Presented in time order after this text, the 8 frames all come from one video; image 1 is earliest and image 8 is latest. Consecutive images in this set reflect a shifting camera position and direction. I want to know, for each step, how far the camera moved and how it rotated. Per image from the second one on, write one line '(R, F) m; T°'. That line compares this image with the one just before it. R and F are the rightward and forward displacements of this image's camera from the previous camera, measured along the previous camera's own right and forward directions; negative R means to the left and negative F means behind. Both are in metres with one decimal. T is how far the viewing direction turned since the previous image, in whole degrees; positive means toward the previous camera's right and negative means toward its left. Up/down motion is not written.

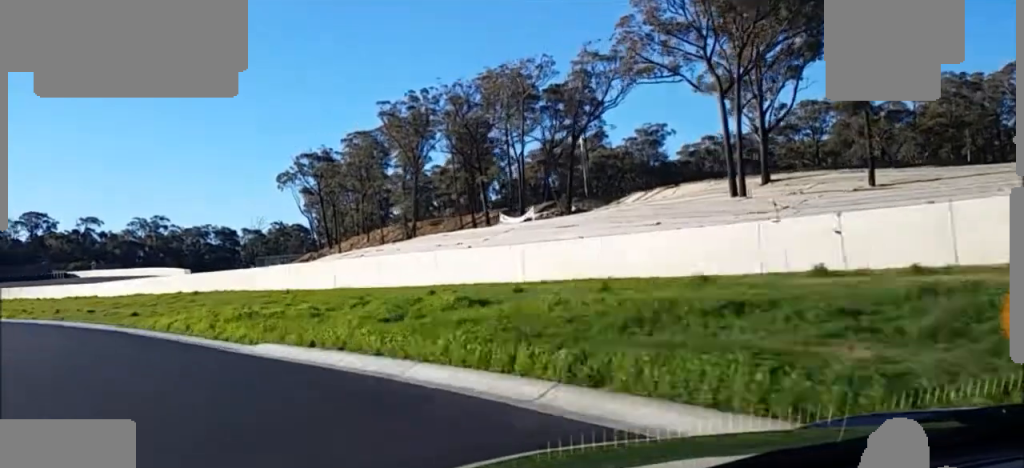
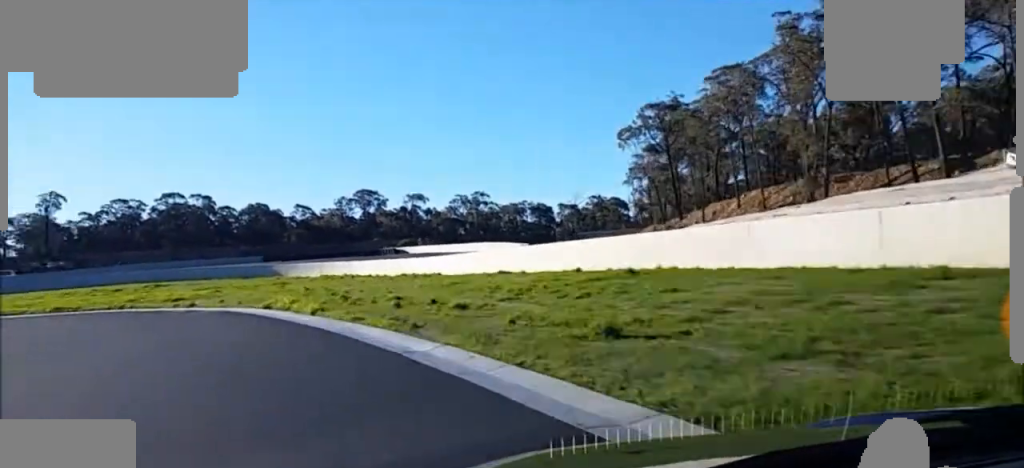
(-1.3, +19.3) m; -14°
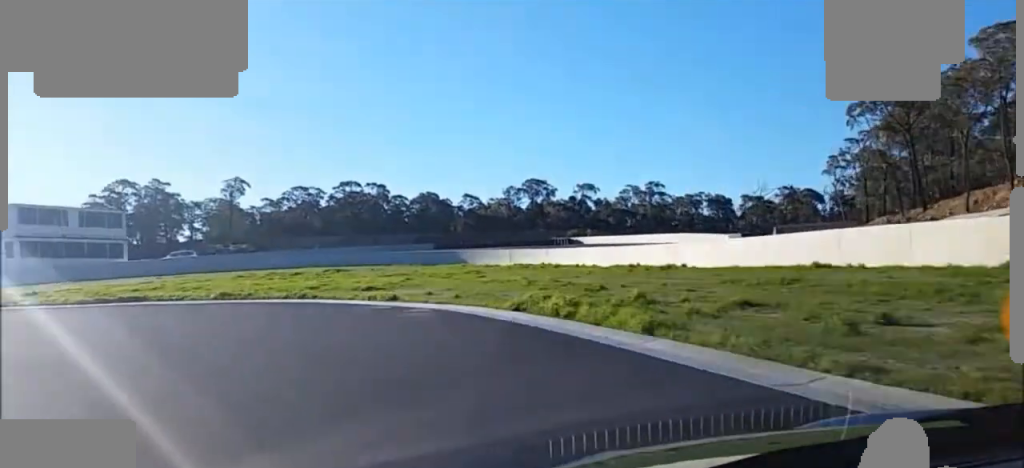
(-1.2, +8.8) m; -12°
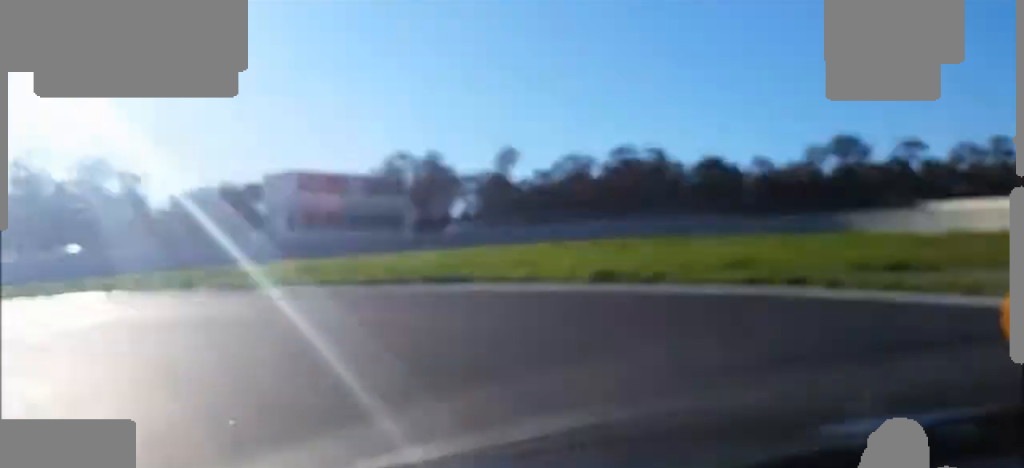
(-1.4, +12.2) m; -18°
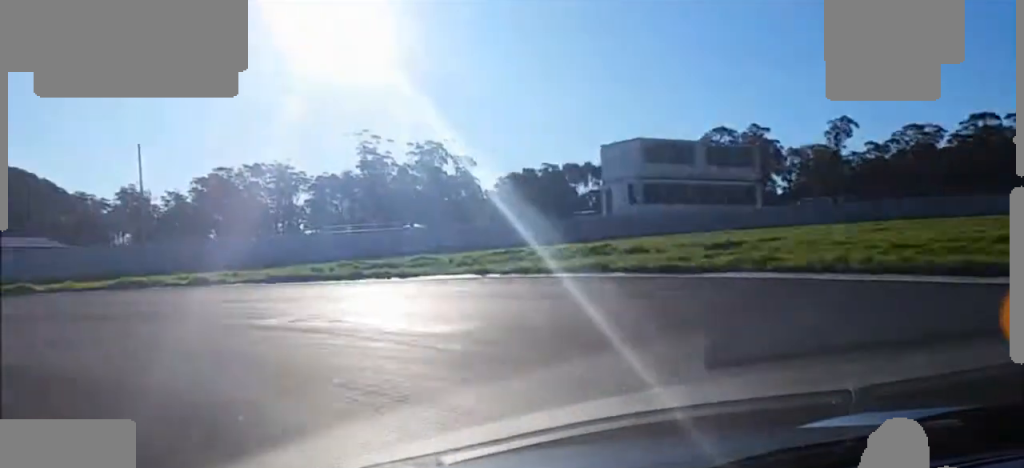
(-2.0, +10.2) m; -15°
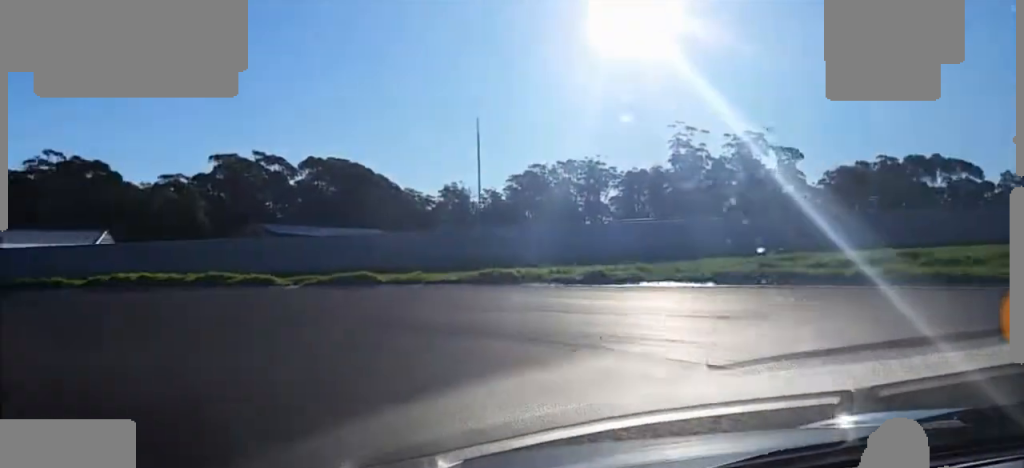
(-1.1, +9.2) m; -22°
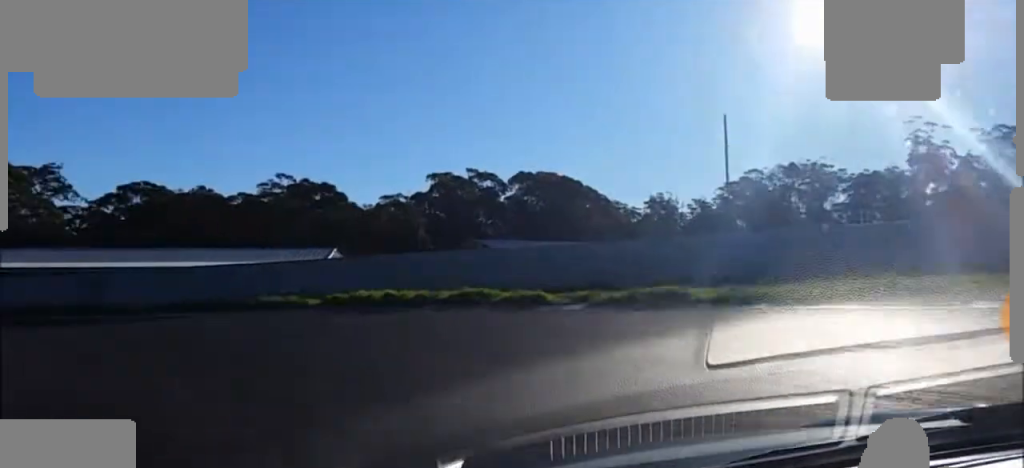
(+1.3, +6.0) m; -16°
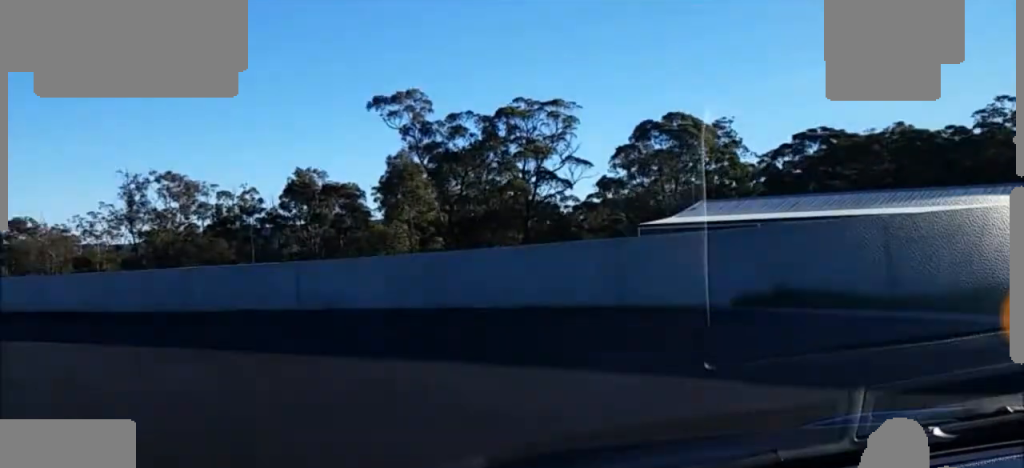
(-9.0, +16.5) m; -50°
